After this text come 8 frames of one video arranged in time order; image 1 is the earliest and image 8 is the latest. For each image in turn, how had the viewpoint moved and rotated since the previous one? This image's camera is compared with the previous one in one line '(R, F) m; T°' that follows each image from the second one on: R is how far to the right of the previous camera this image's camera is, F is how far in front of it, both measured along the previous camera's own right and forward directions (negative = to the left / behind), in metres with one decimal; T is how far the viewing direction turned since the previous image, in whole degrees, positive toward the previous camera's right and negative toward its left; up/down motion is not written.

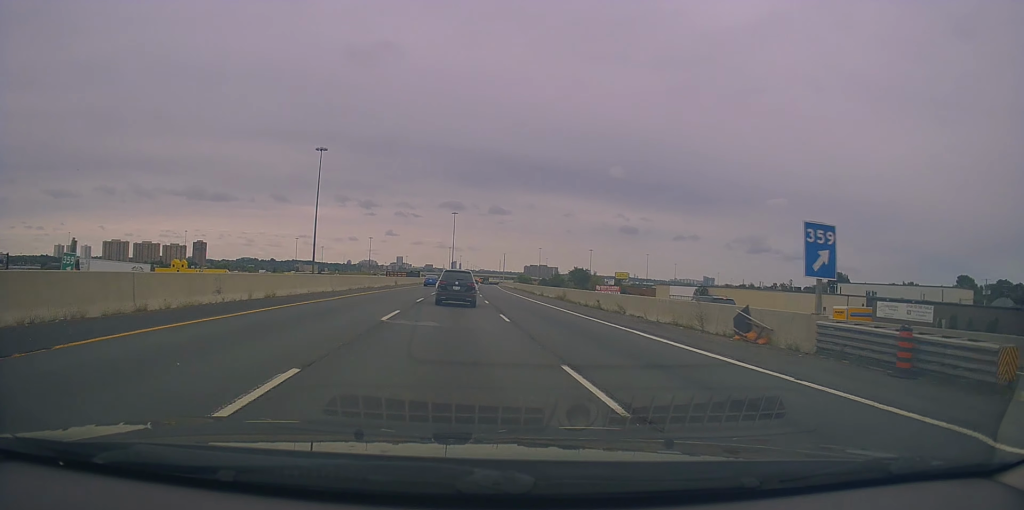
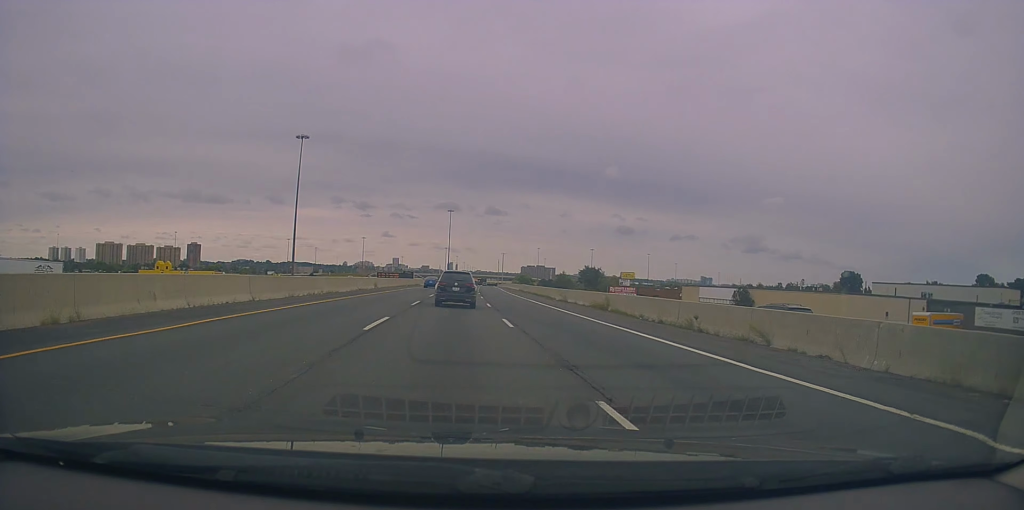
(0.0, +15.2) m; +1°
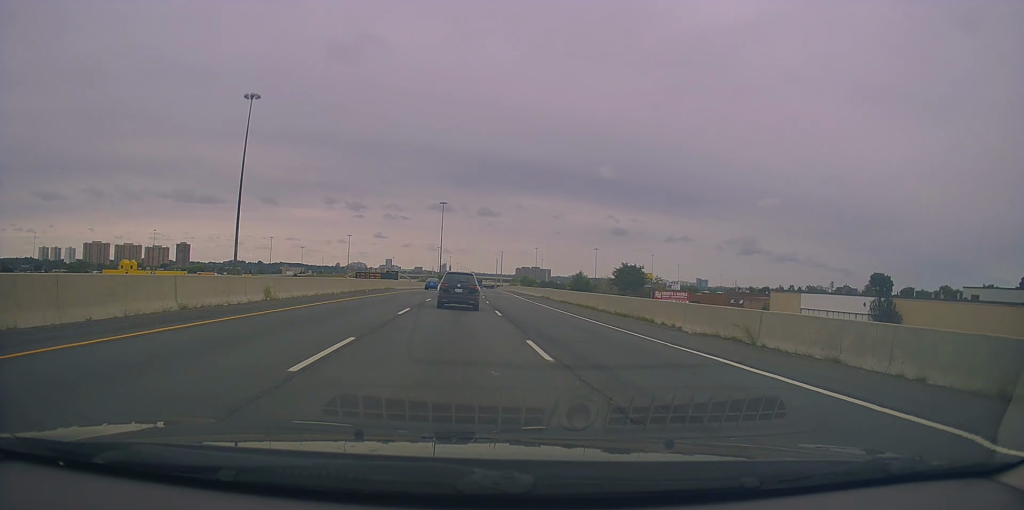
(+0.6, +31.0) m; +1°
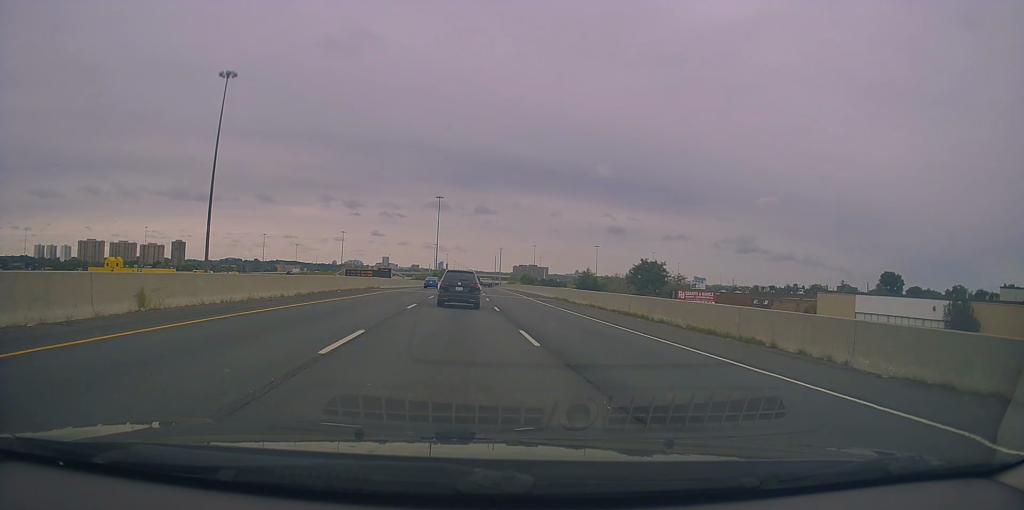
(+0.1, +10.7) m; 0°
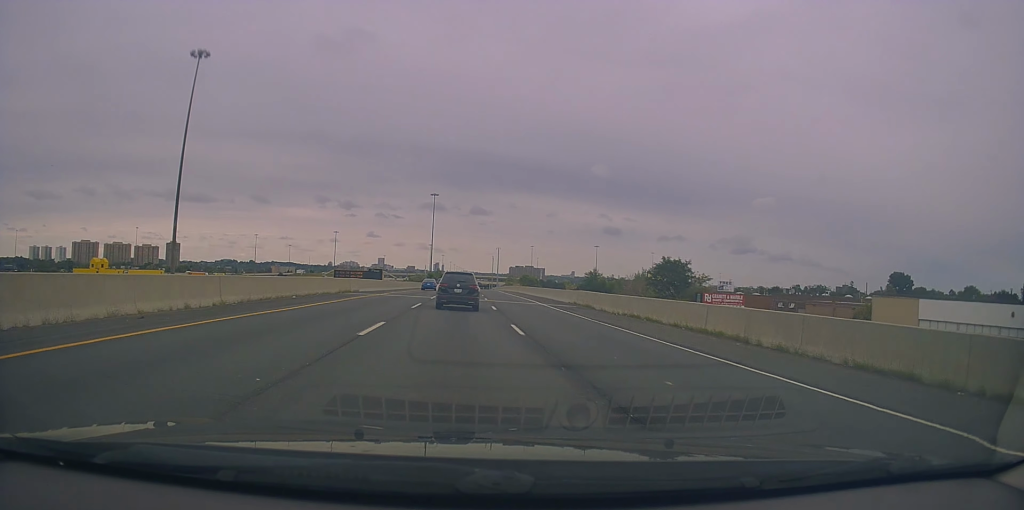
(0.0, +9.9) m; 0°
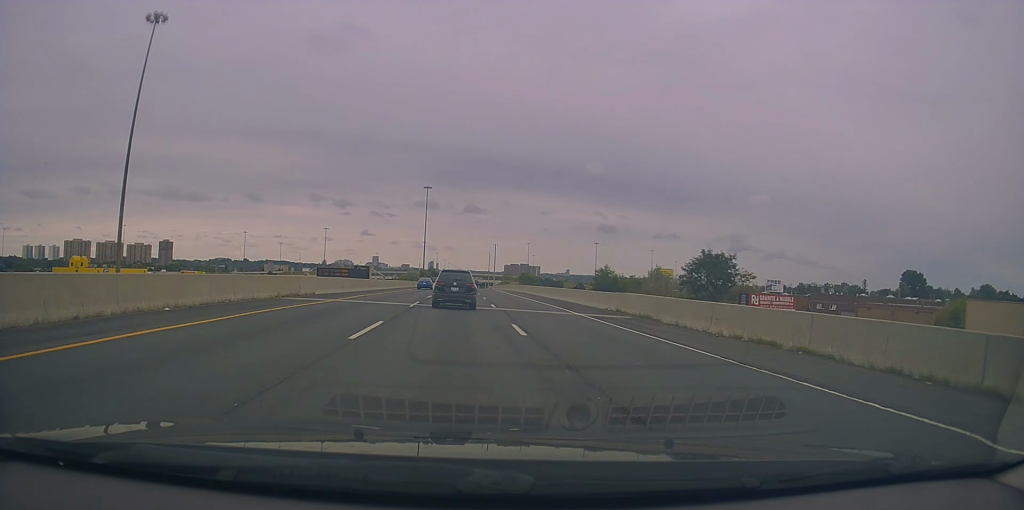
(-0.1, +12.9) m; +1°
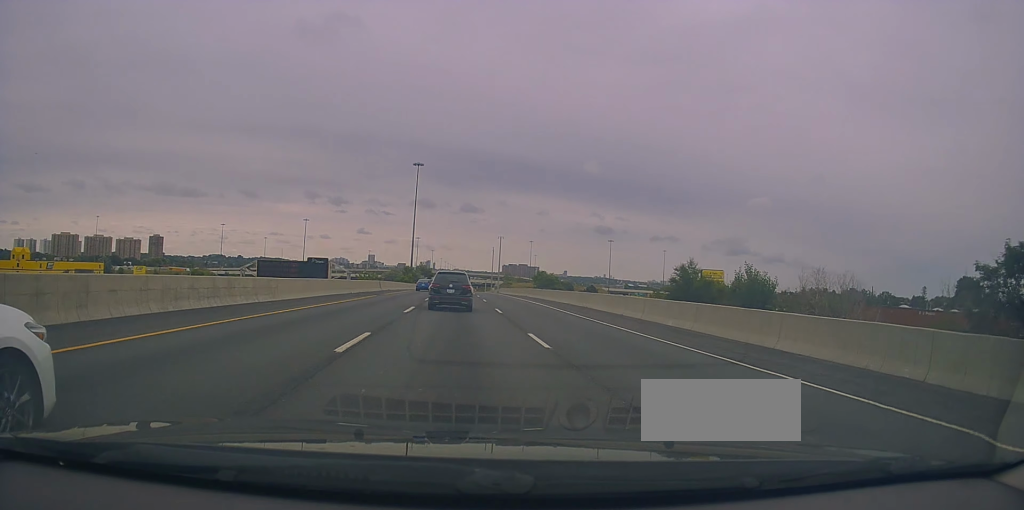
(+0.9, +39.9) m; 0°
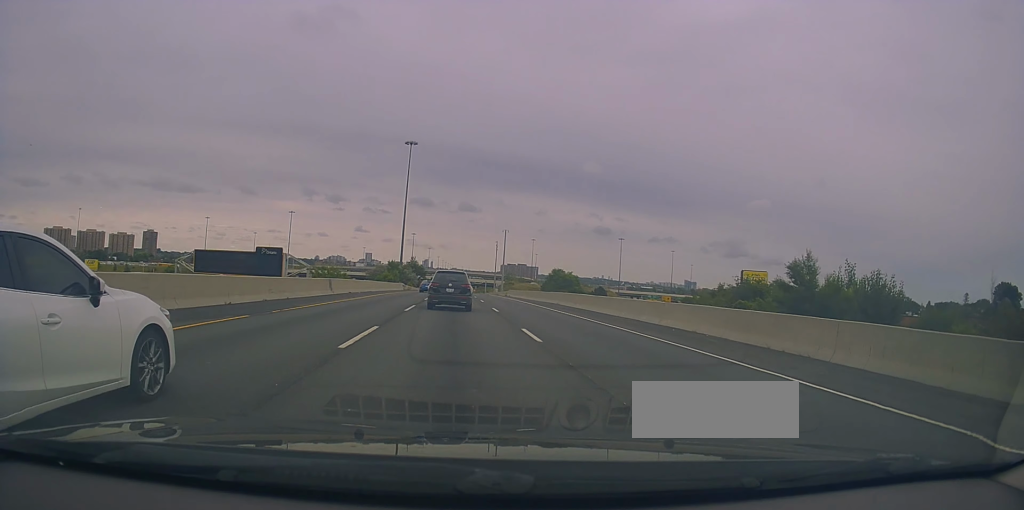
(-0.5, +24.0) m; 0°
